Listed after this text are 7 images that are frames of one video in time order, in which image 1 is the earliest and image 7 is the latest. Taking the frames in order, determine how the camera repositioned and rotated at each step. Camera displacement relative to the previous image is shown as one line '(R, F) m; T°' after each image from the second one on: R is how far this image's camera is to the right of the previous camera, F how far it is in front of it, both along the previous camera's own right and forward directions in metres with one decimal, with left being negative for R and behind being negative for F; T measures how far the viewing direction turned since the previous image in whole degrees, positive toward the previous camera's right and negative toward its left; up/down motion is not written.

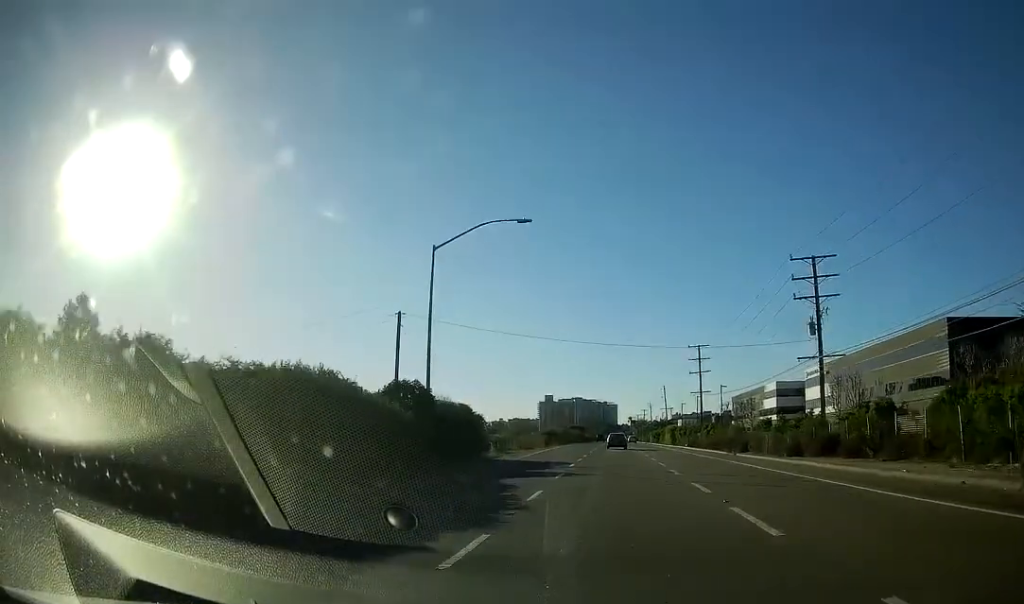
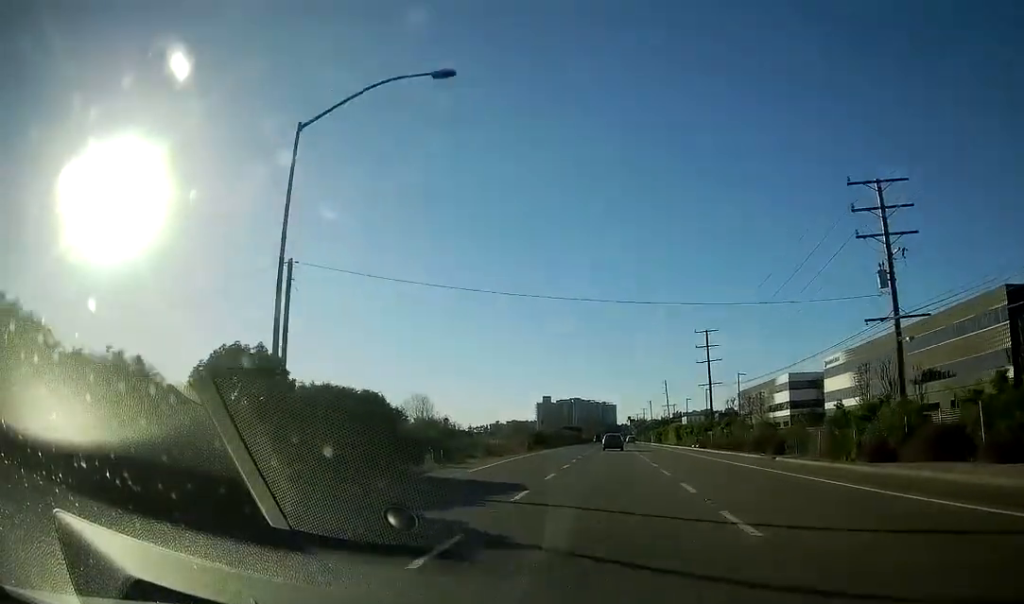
(-0.1, +14.6) m; -1°
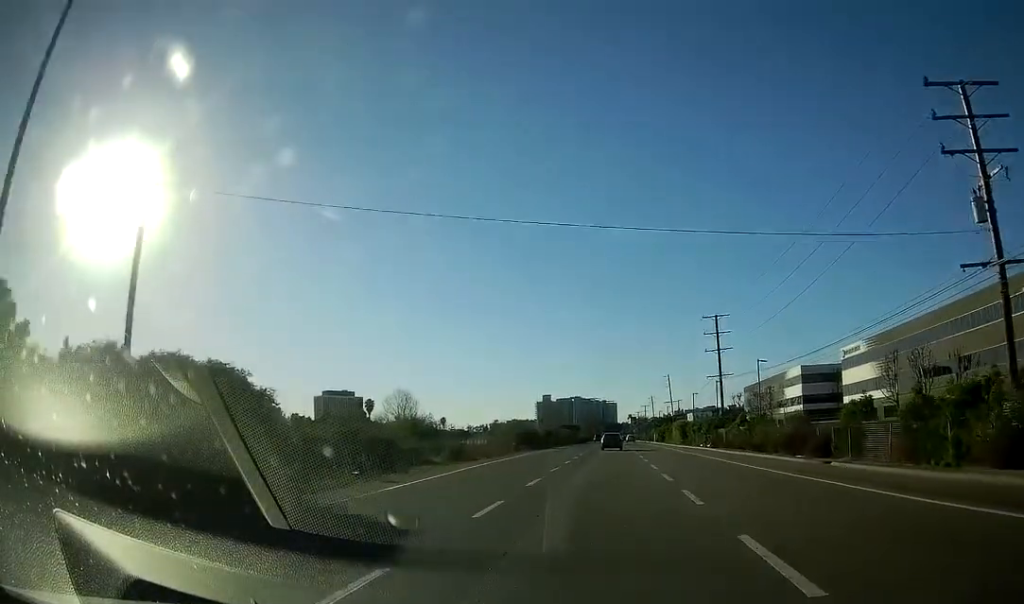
(+0.1, +10.1) m; 0°
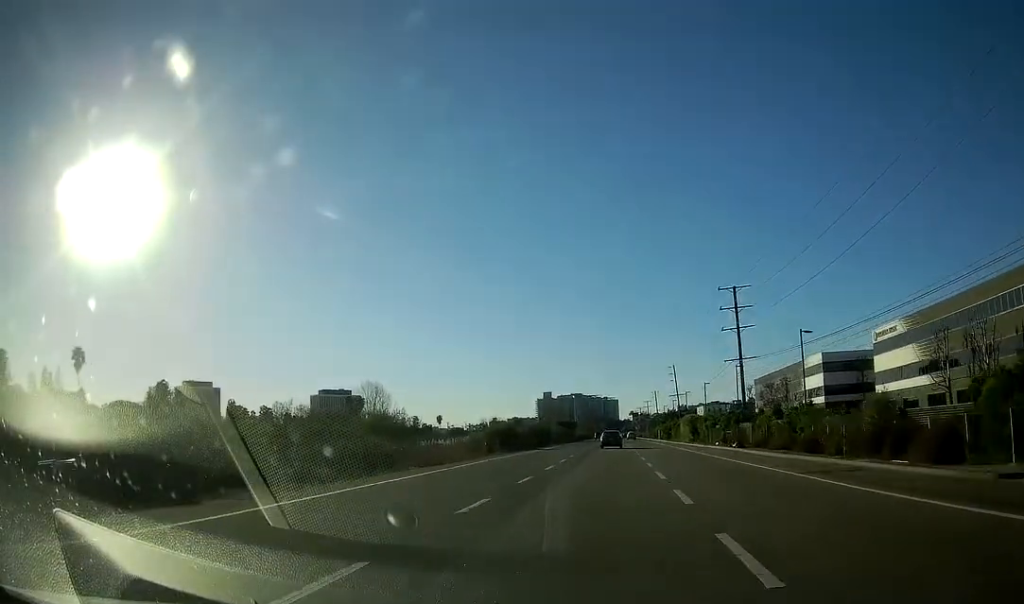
(-0.2, +15.0) m; 0°
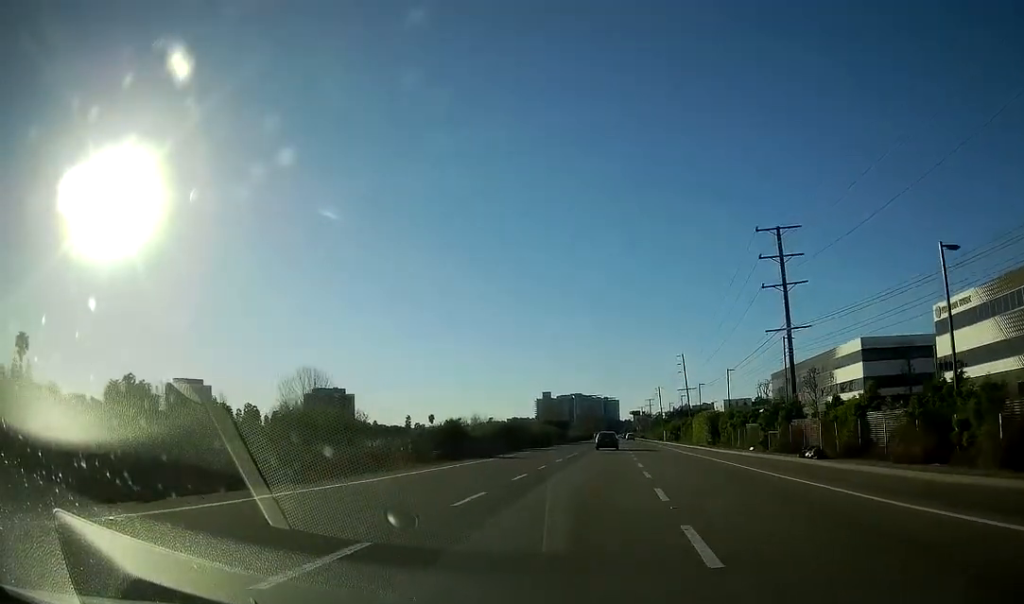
(+0.2, +21.2) m; +1°
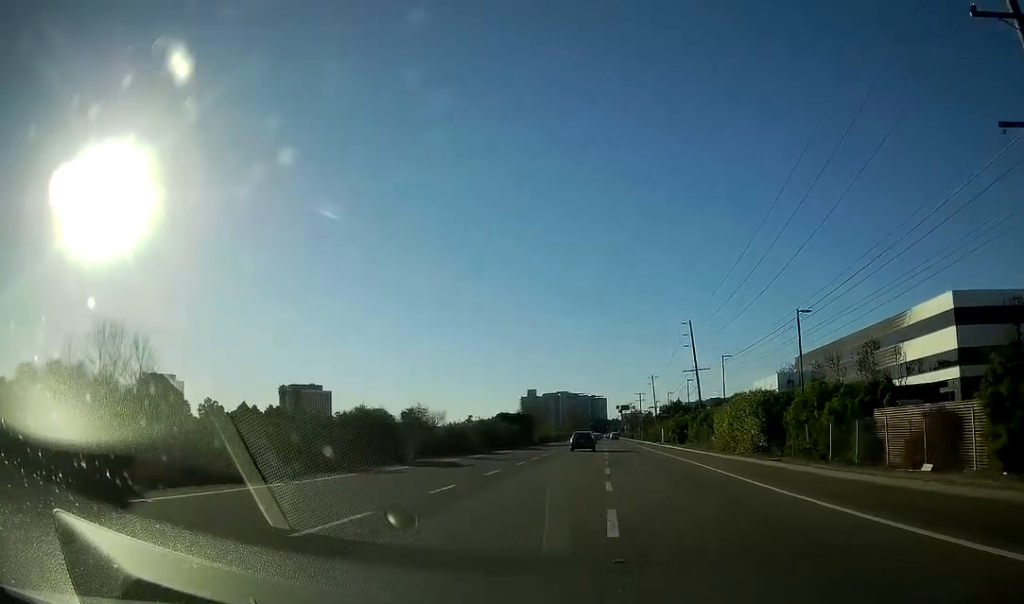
(-0.1, +33.6) m; 0°
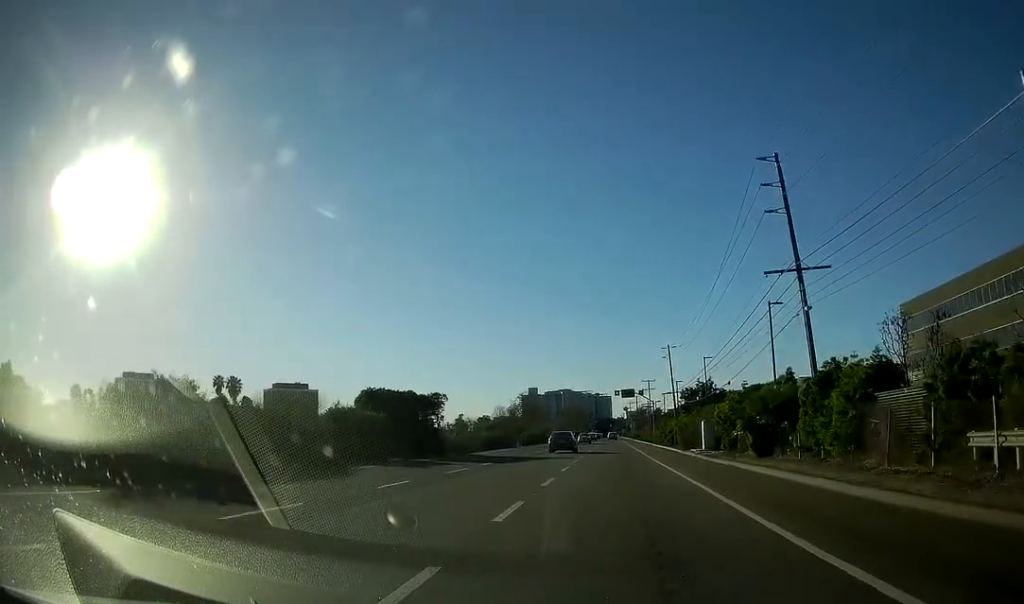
(+0.3, +47.8) m; 0°
